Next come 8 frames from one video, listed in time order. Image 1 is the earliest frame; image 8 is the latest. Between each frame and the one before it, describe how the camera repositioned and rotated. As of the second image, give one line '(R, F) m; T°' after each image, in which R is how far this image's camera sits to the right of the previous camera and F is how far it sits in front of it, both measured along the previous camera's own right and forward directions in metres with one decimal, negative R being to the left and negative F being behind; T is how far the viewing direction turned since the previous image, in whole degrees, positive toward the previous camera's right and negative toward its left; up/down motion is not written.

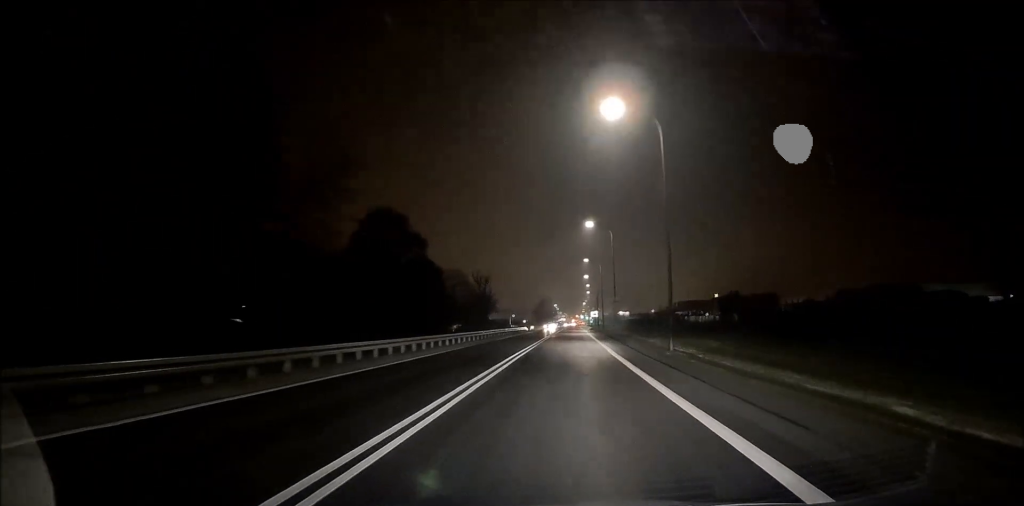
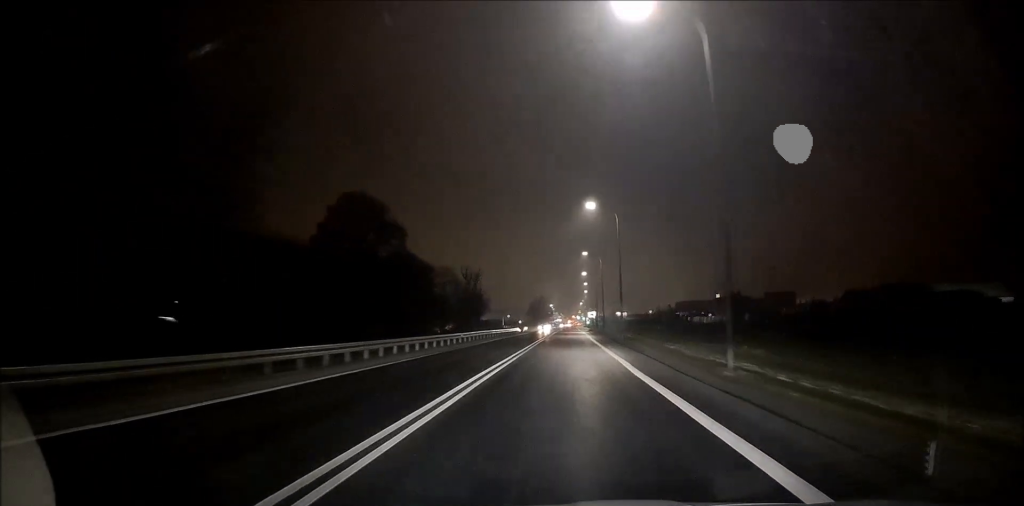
(0.0, +9.0) m; 0°
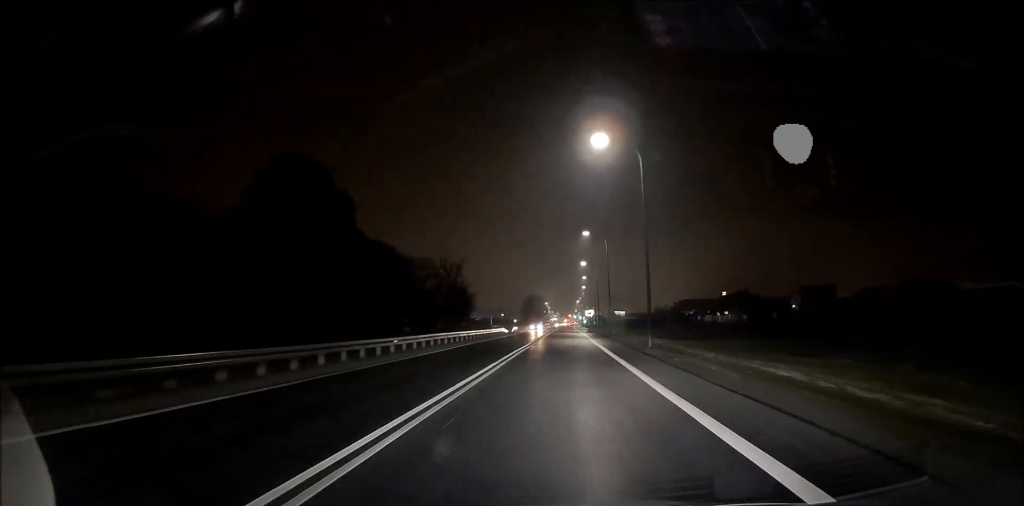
(+0.1, +16.3) m; +1°
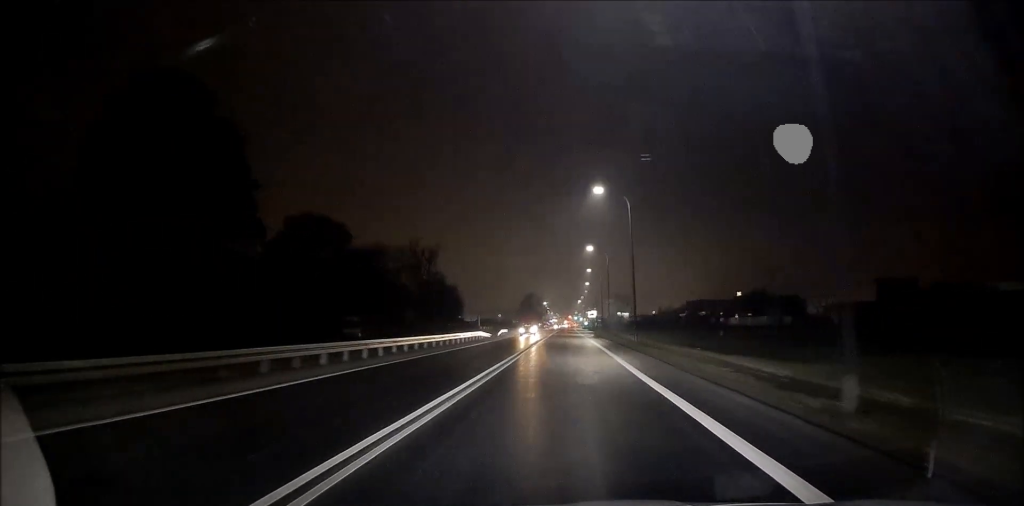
(+0.2, +20.1) m; 0°
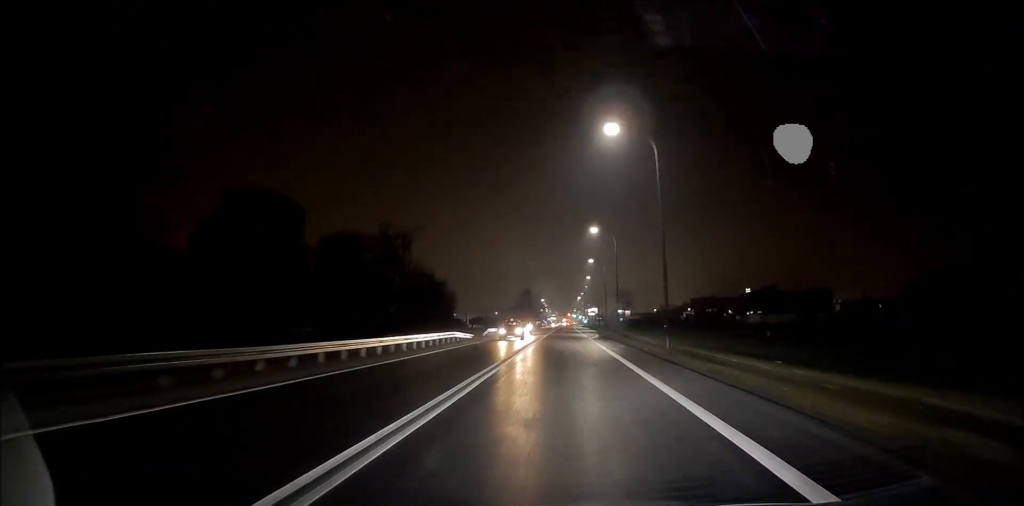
(-0.2, +12.3) m; 0°
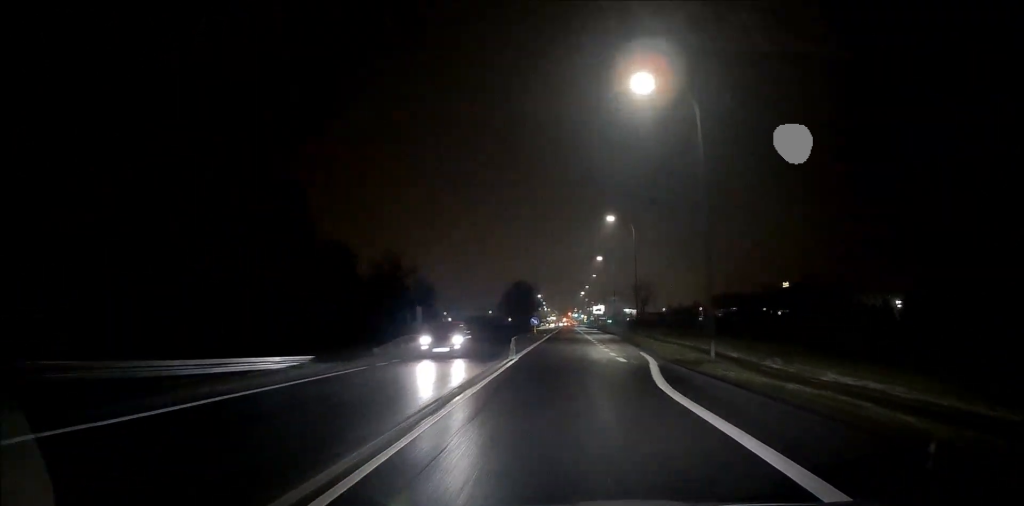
(+0.1, +35.5) m; 0°
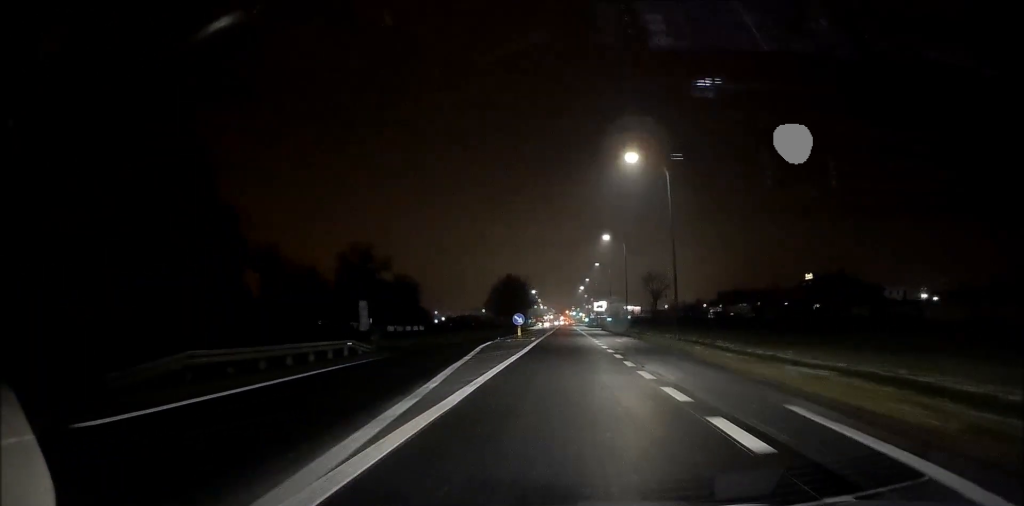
(+0.2, +18.2) m; 0°
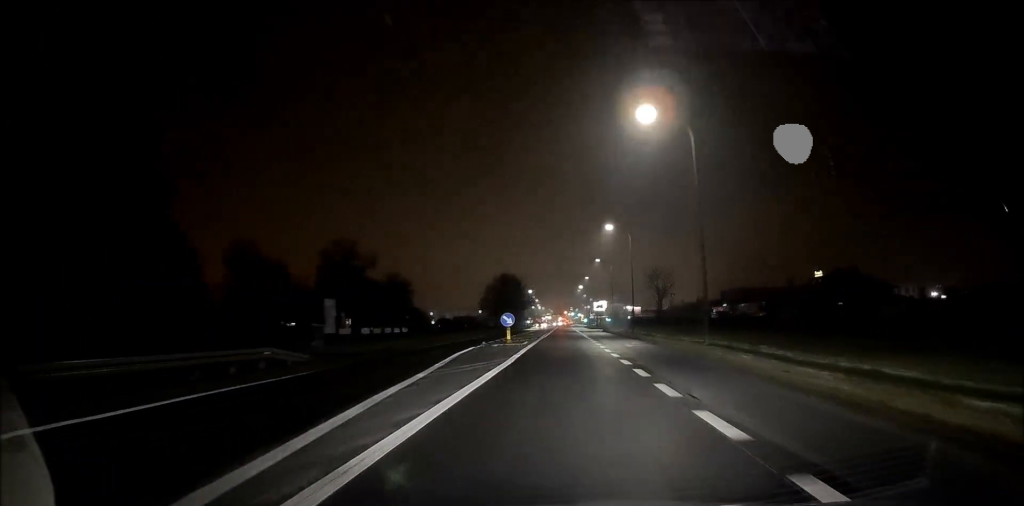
(-0.2, +7.2) m; 0°
